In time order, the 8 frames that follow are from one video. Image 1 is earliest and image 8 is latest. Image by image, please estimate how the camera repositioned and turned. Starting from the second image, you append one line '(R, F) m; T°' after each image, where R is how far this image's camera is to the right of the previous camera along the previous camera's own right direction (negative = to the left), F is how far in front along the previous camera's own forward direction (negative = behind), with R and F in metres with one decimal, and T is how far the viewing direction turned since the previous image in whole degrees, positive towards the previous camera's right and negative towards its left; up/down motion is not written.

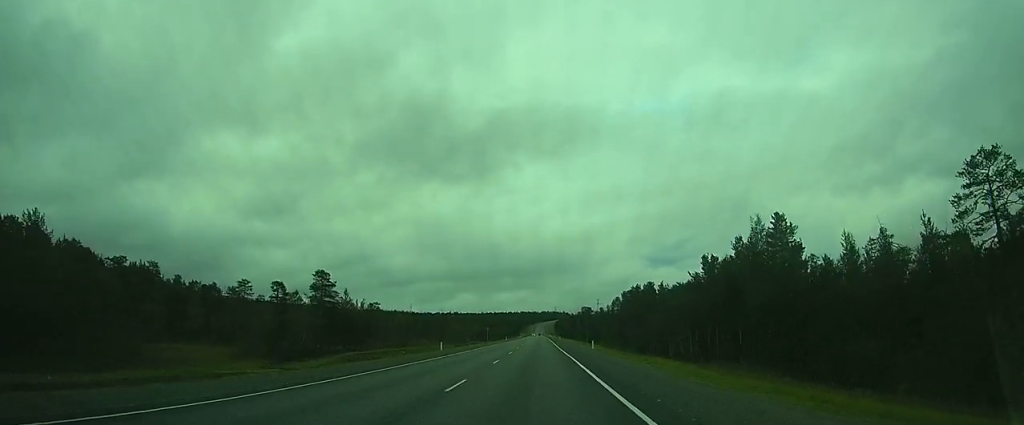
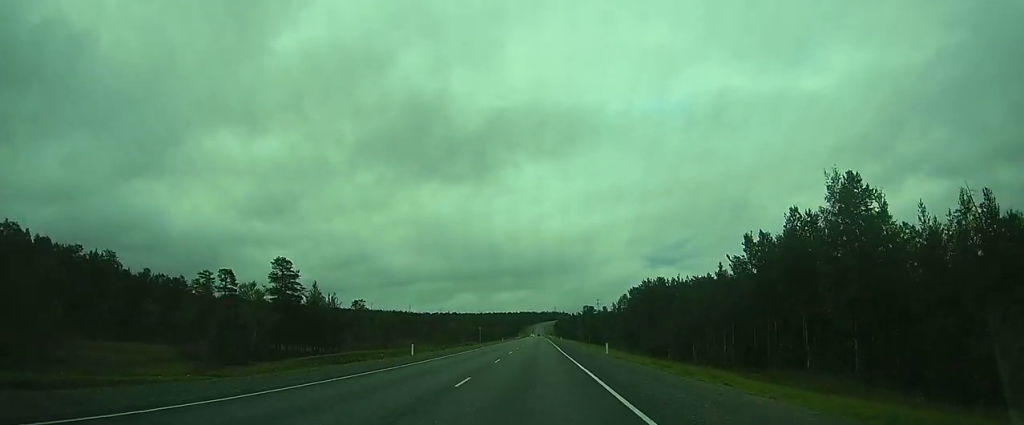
(0.0, +9.1) m; 0°
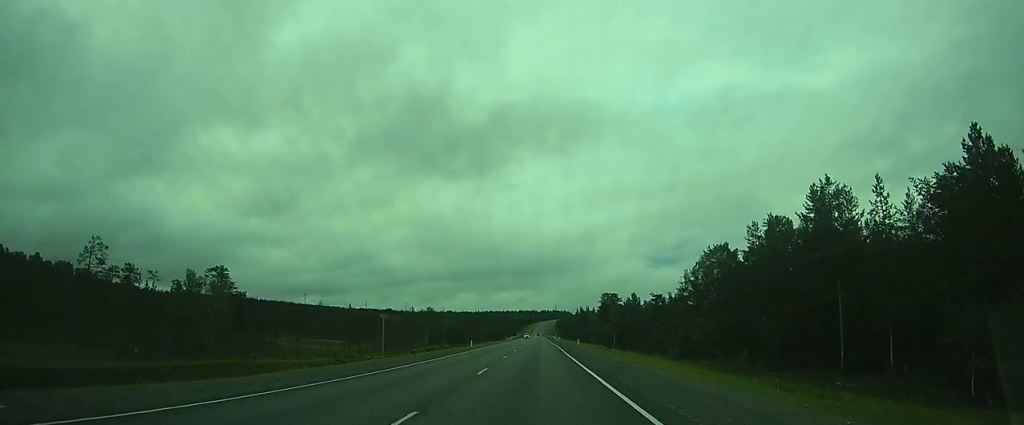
(-0.4, +46.4) m; -1°
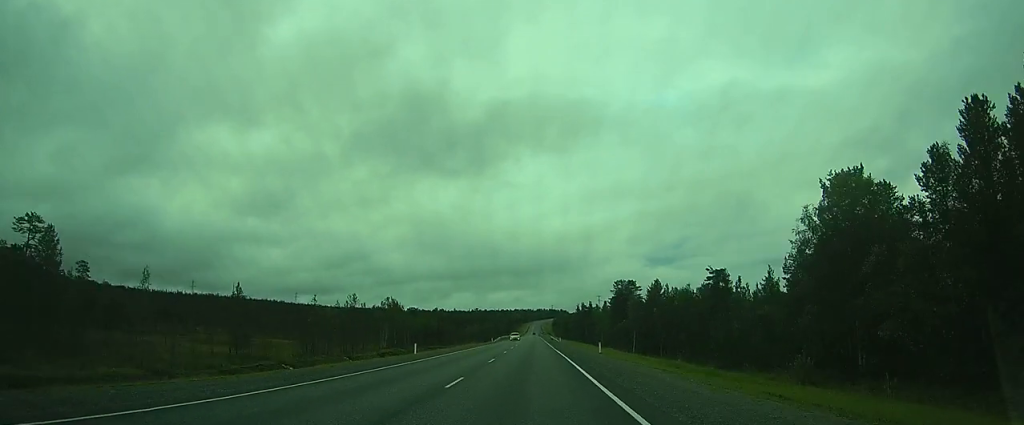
(+0.1, +28.4) m; 0°
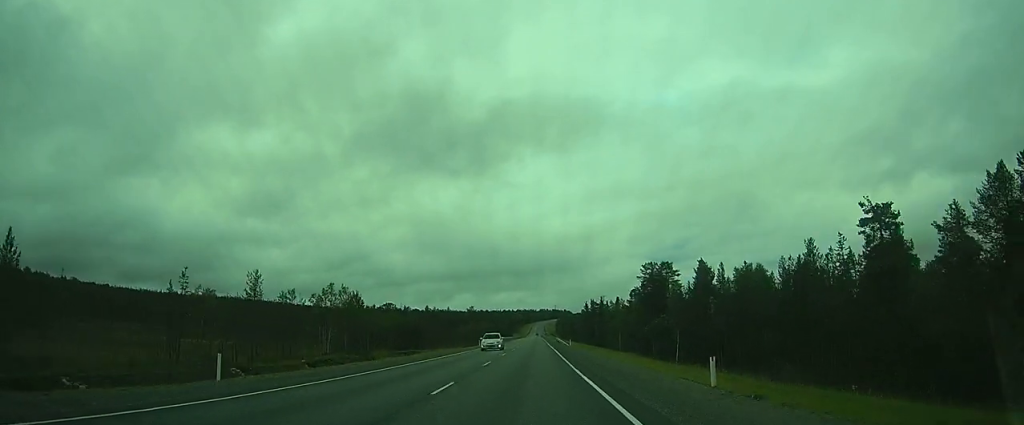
(0.0, +26.6) m; 0°
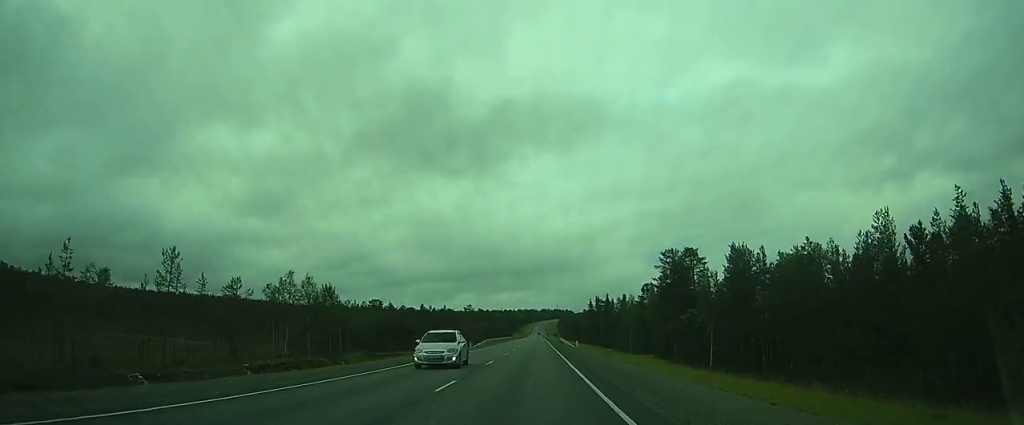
(0.0, +11.5) m; 0°
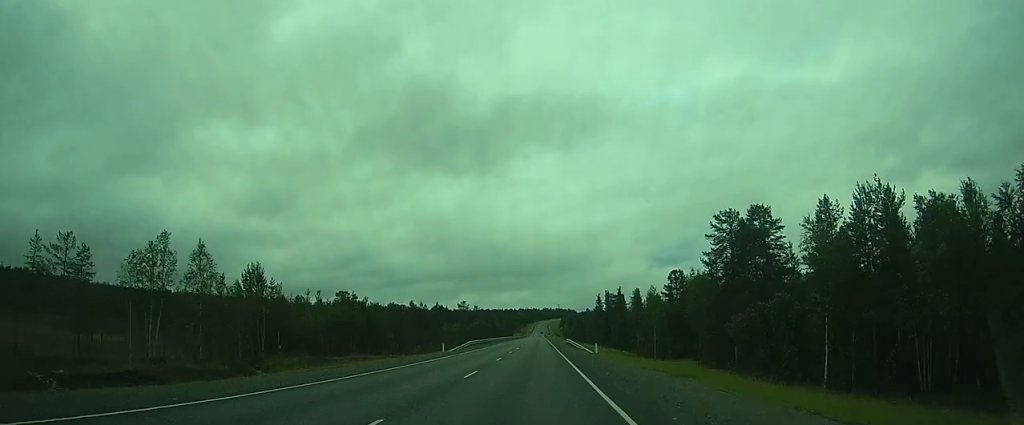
(0.0, +19.3) m; 0°
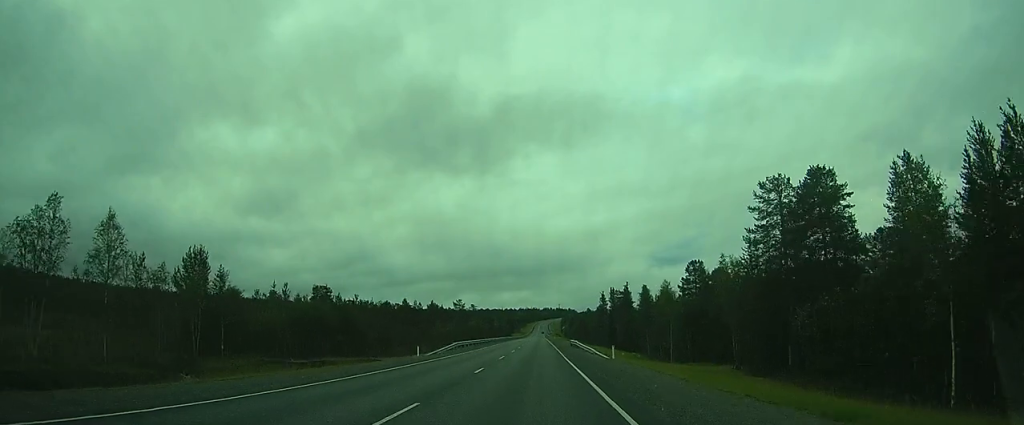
(0.0, +9.2) m; 0°
